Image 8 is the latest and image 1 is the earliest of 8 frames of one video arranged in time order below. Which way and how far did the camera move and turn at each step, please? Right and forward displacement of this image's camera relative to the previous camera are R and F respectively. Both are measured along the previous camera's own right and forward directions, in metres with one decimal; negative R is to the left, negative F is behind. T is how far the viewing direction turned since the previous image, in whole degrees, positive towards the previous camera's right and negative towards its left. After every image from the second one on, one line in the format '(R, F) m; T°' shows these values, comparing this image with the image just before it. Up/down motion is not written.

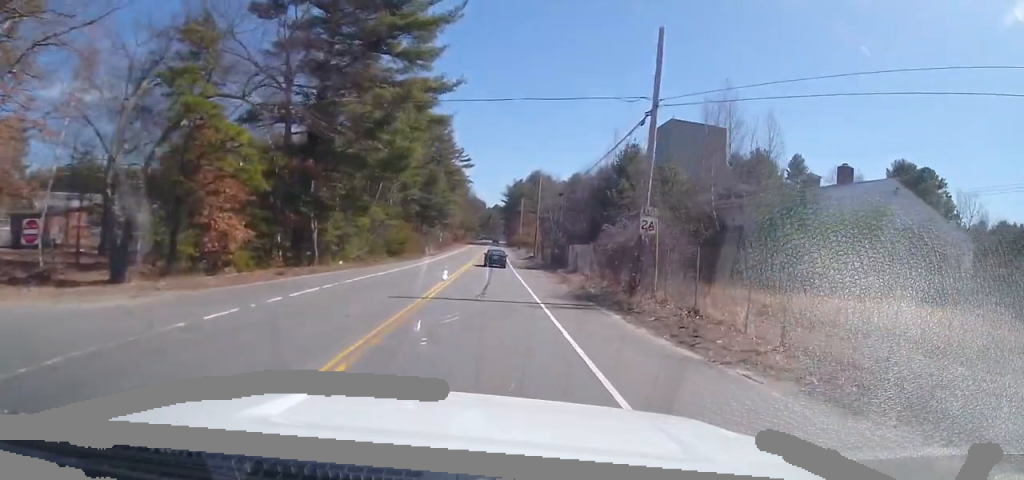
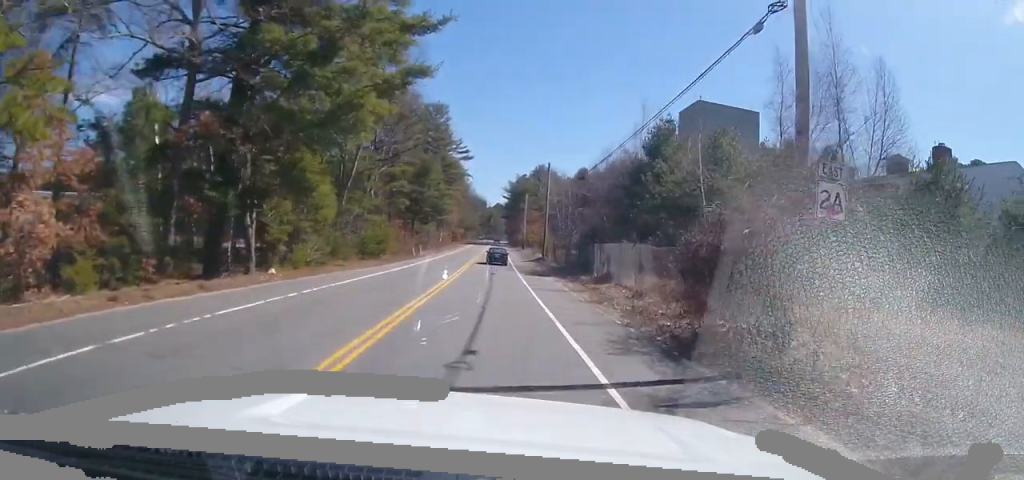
(0.0, +10.9) m; 0°
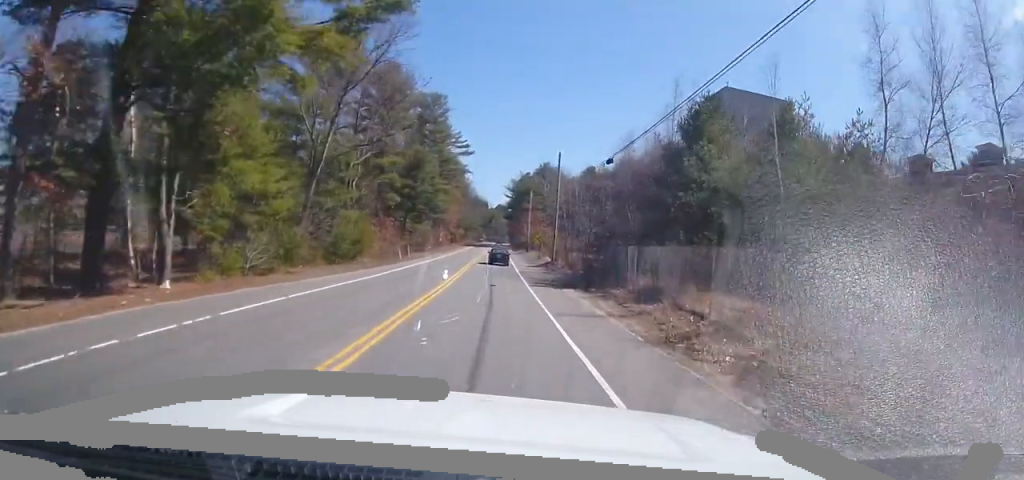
(-0.1, +8.3) m; 0°
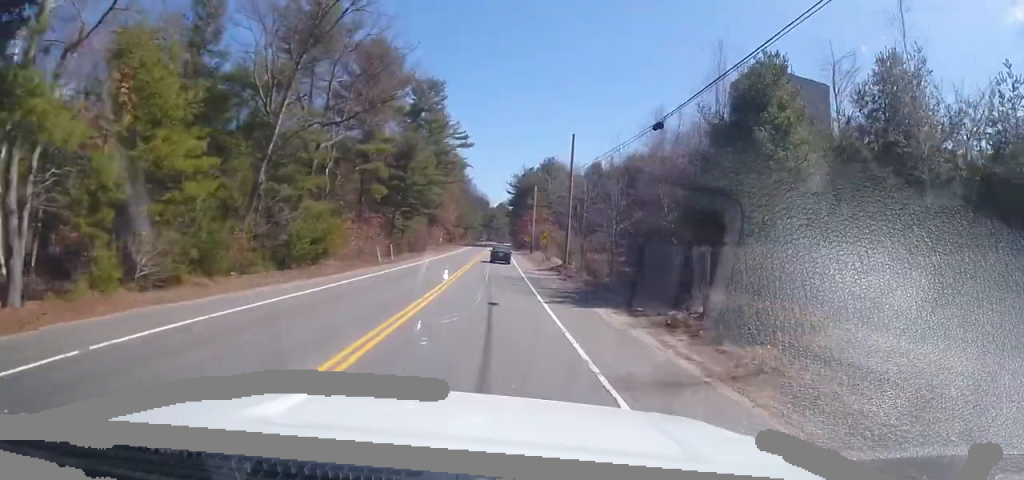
(0.0, +8.4) m; 0°
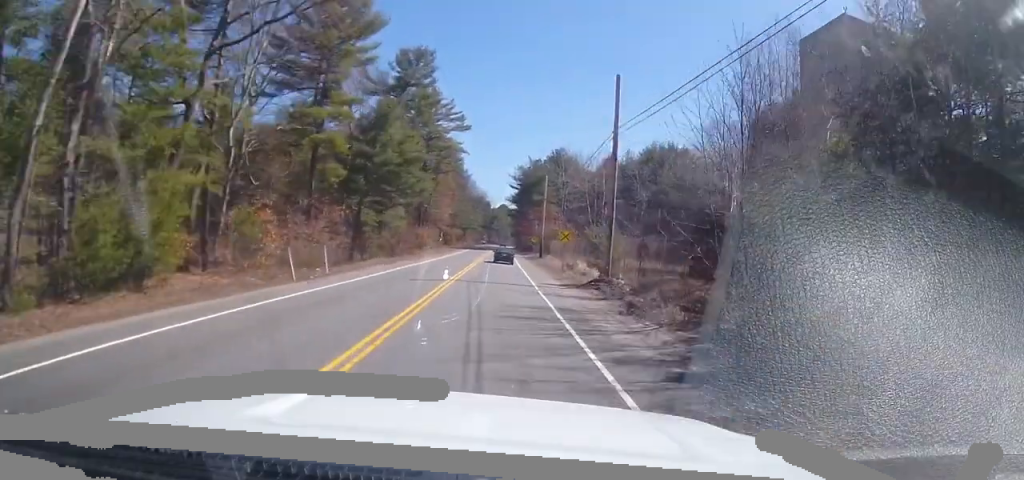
(+0.1, +15.9) m; 0°
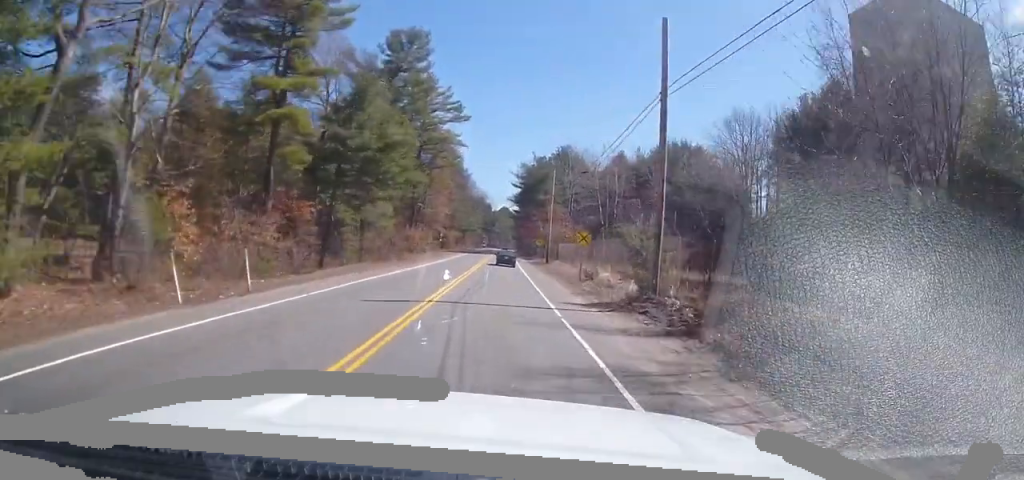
(-0.1, +8.0) m; 0°
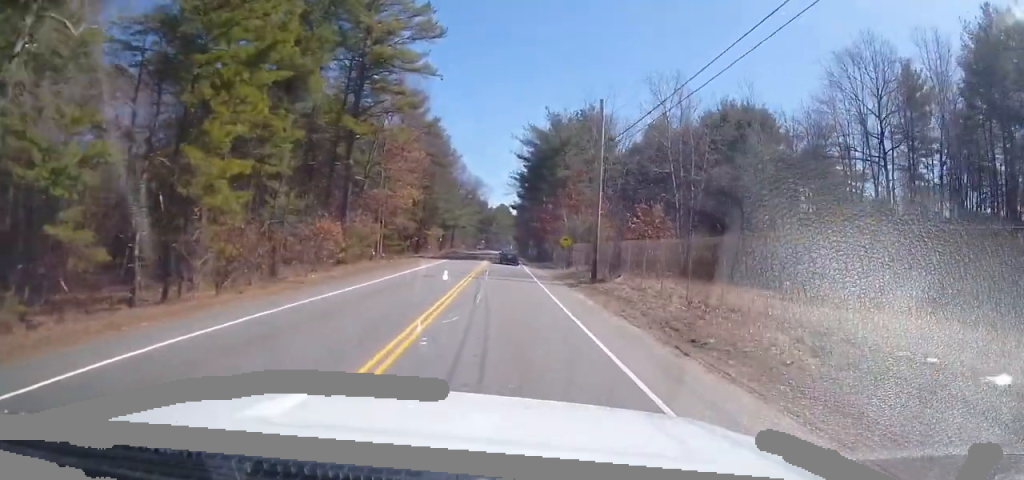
(+0.4, +30.6) m; +2°
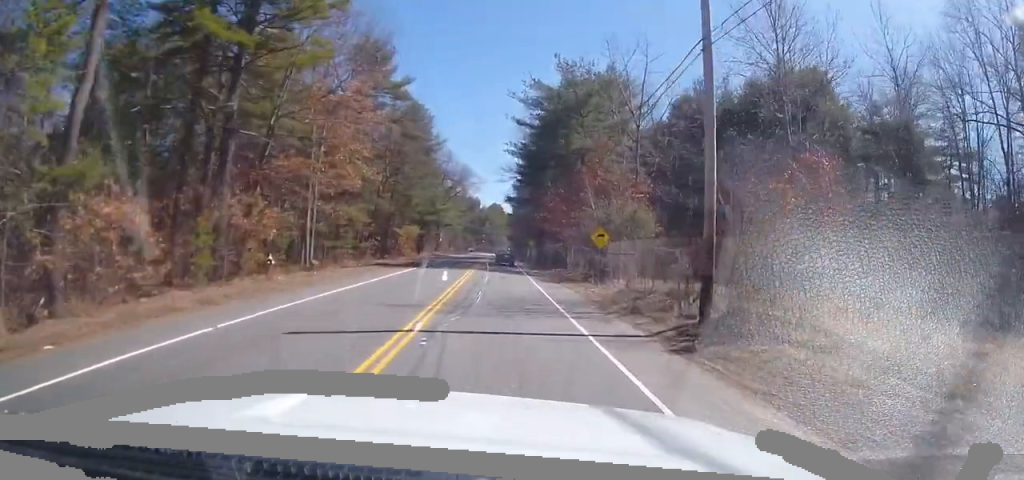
(-0.1, +18.1) m; 0°
